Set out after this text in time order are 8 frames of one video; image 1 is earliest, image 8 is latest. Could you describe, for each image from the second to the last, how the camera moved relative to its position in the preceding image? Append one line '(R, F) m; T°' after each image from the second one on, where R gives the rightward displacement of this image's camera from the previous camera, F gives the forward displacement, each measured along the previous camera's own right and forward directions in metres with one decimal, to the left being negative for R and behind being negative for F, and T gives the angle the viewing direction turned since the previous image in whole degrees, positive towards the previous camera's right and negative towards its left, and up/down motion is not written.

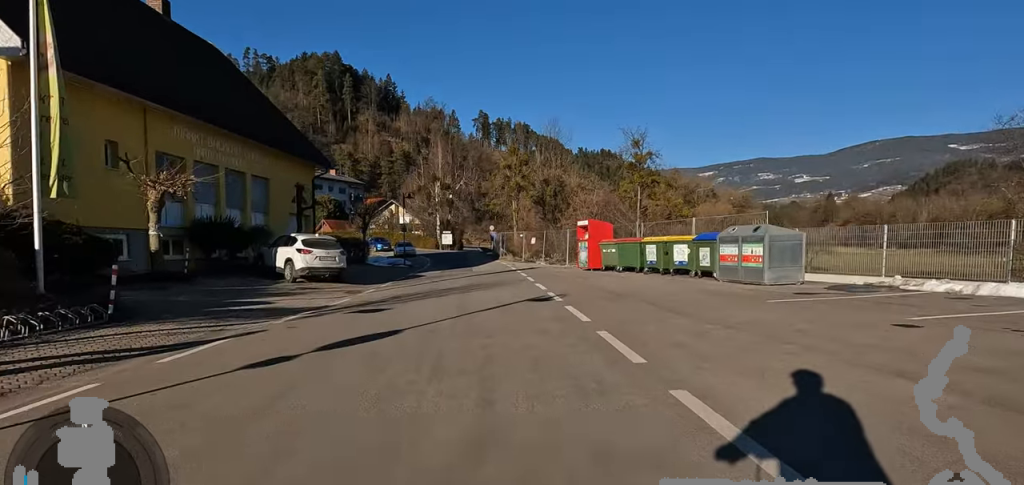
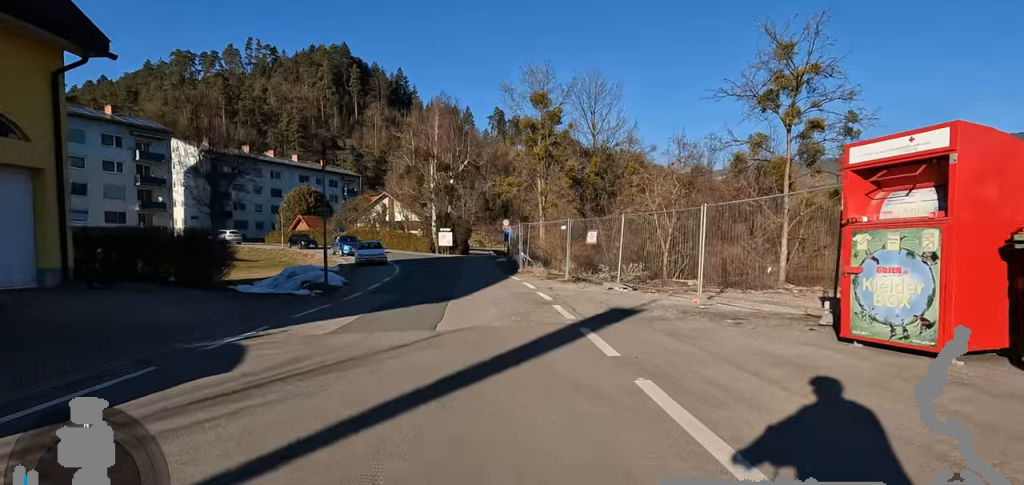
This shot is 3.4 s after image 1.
(-0.9, +17.1) m; -10°
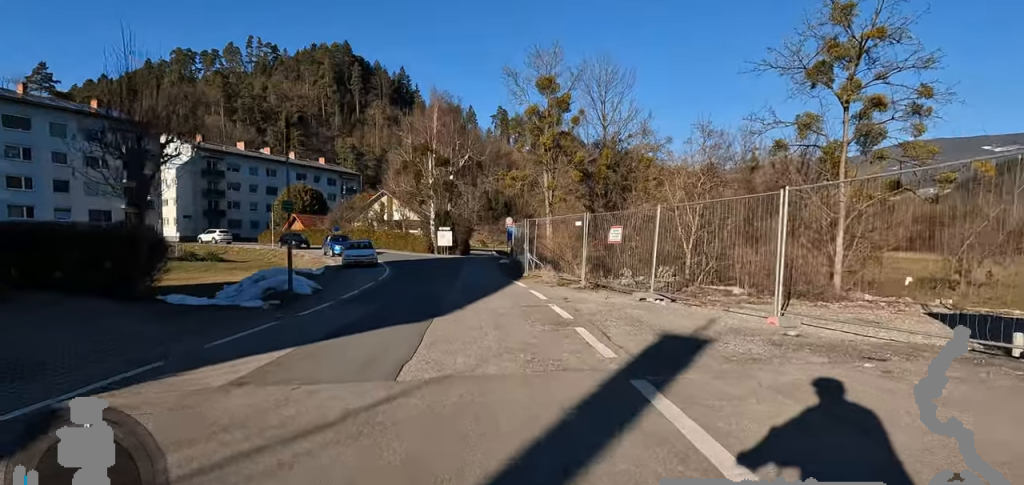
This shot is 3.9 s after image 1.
(0.0, +3.0) m; 0°
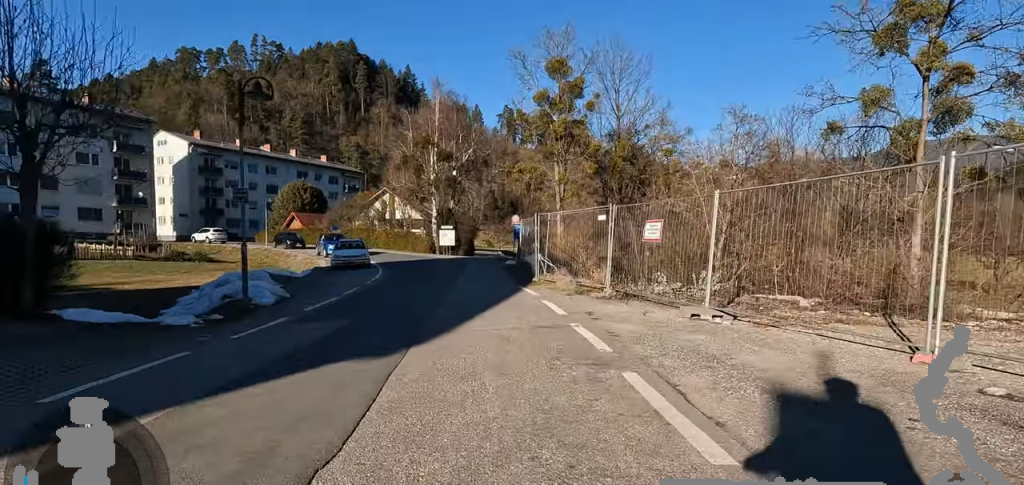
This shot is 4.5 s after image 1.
(0.0, +2.6) m; 0°
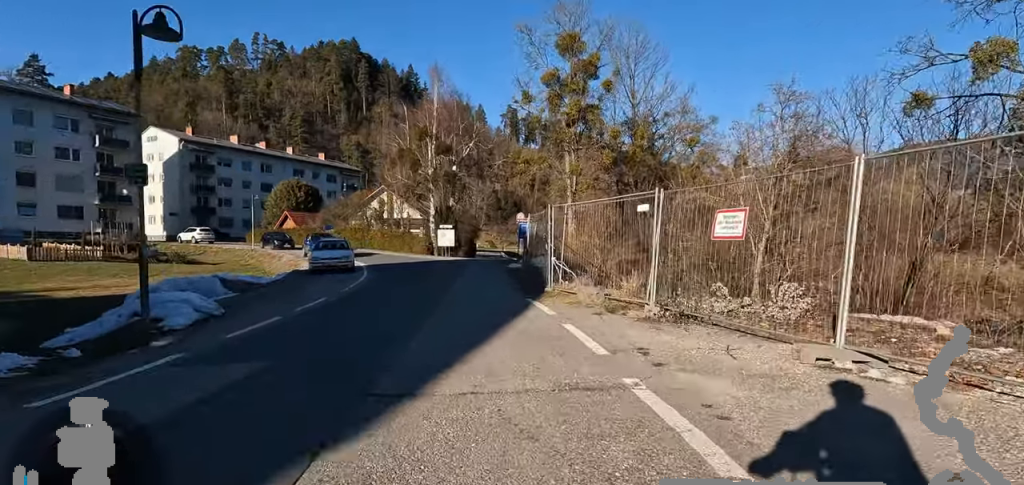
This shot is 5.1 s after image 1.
(0.0, +3.1) m; 0°
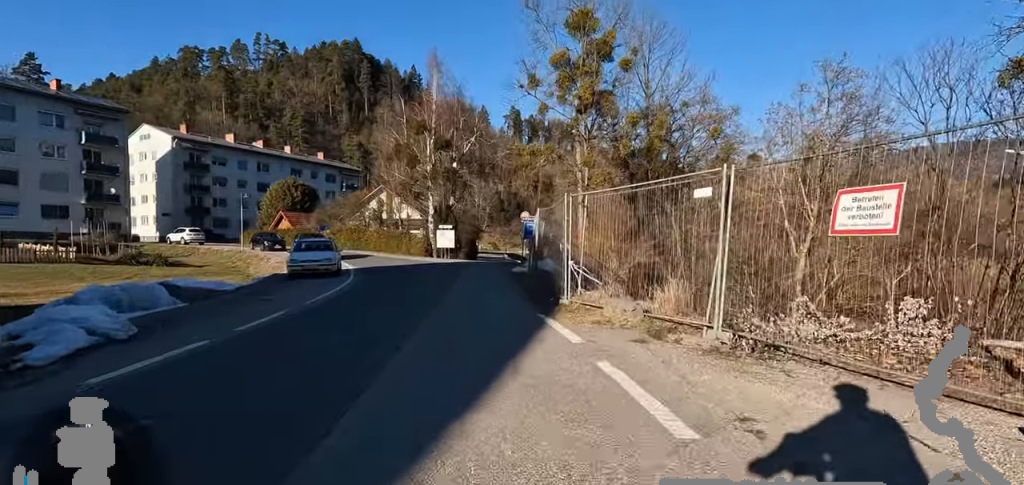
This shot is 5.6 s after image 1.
(0.0, +2.4) m; 0°
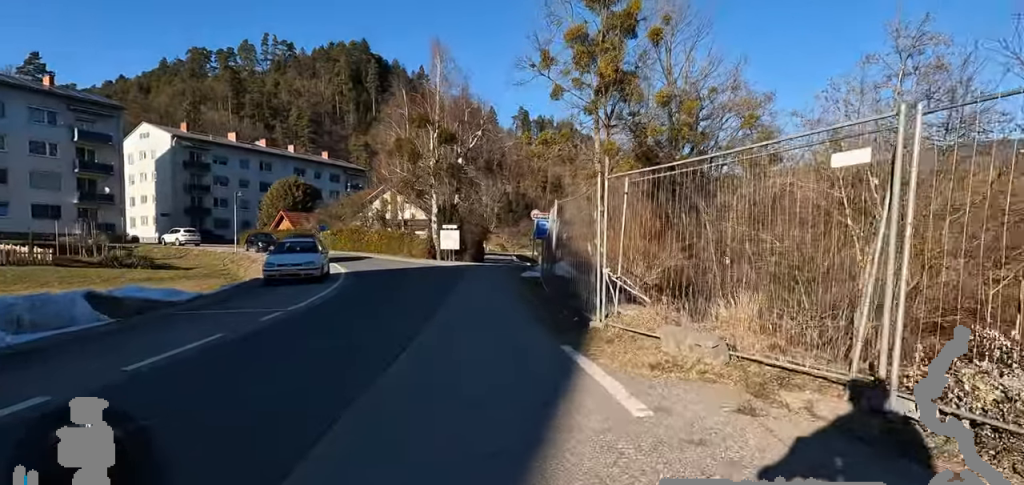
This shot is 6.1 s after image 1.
(0.0, +2.5) m; 0°
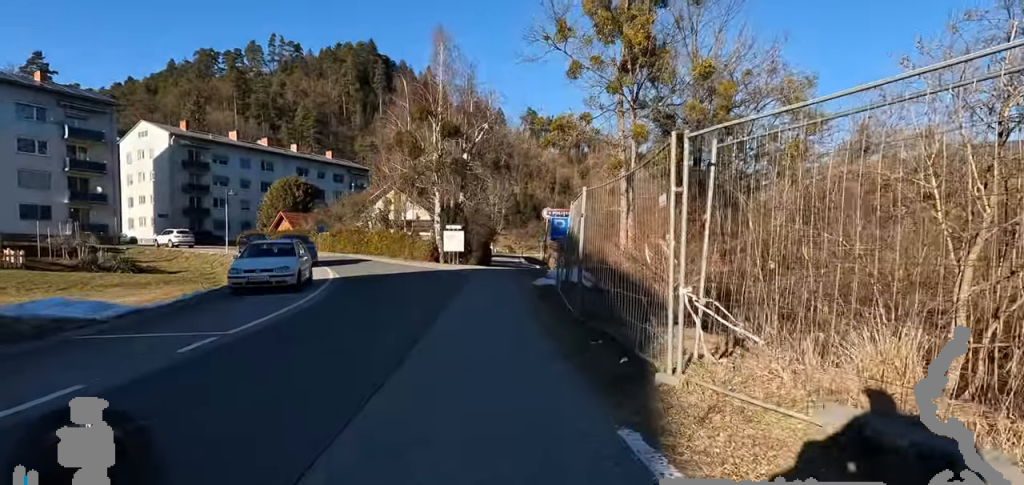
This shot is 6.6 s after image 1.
(0.0, +2.5) m; 0°
